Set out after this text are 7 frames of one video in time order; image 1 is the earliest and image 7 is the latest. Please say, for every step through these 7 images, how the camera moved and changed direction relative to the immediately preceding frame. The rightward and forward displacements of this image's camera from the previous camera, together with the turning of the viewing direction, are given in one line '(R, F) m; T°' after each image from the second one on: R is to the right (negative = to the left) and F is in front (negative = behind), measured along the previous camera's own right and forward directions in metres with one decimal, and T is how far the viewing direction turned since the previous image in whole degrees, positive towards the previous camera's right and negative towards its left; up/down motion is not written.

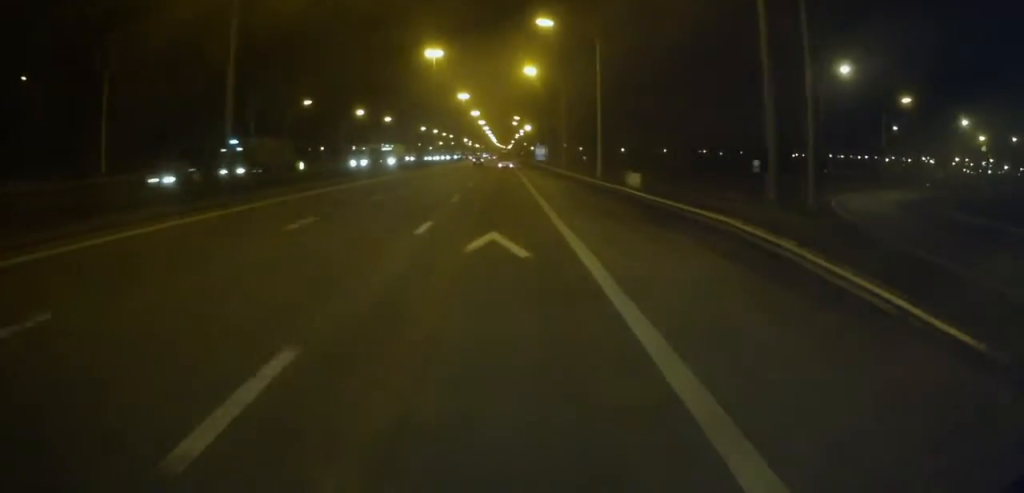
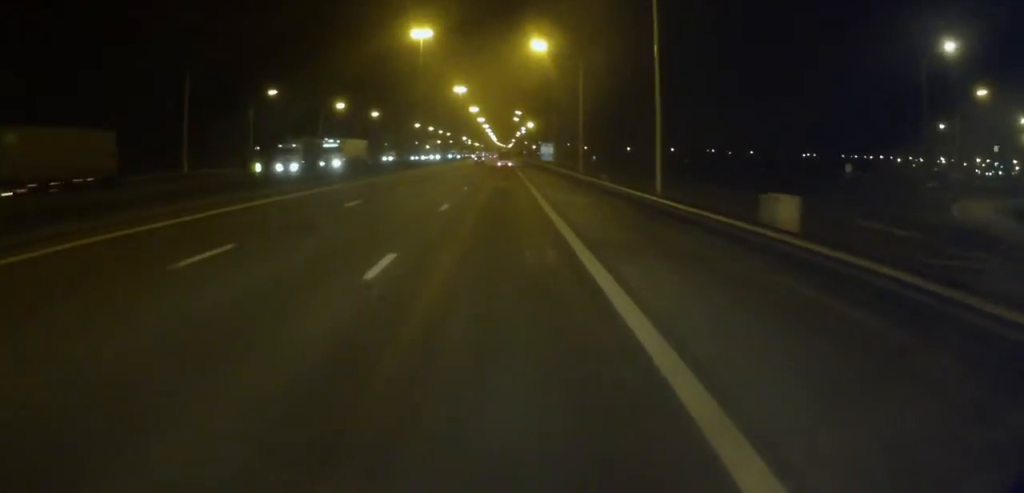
(+0.2, +18.6) m; 0°
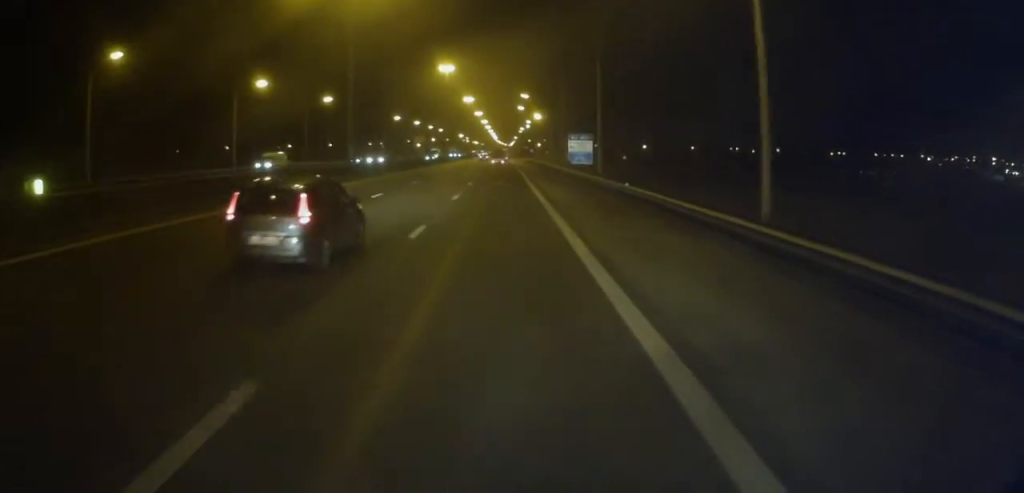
(-0.5, +44.2) m; 0°
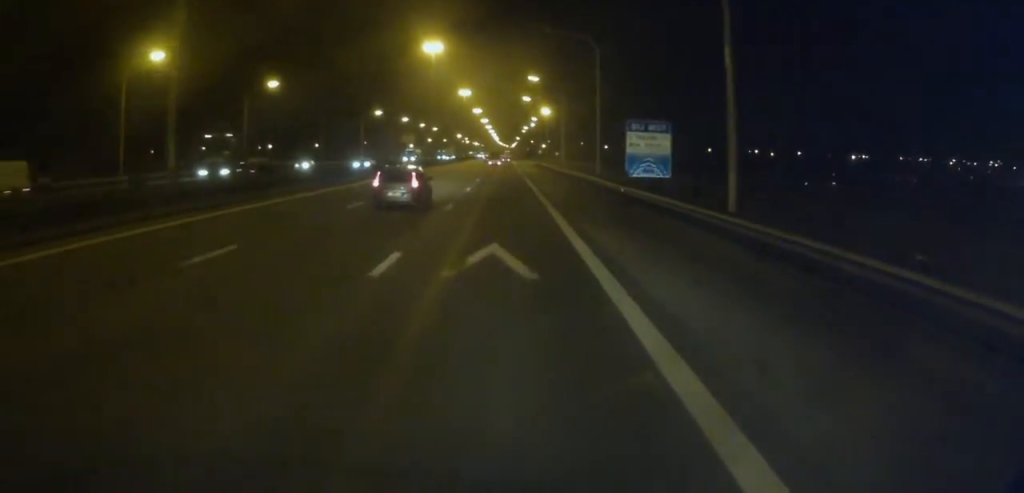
(+0.5, +29.5) m; 0°
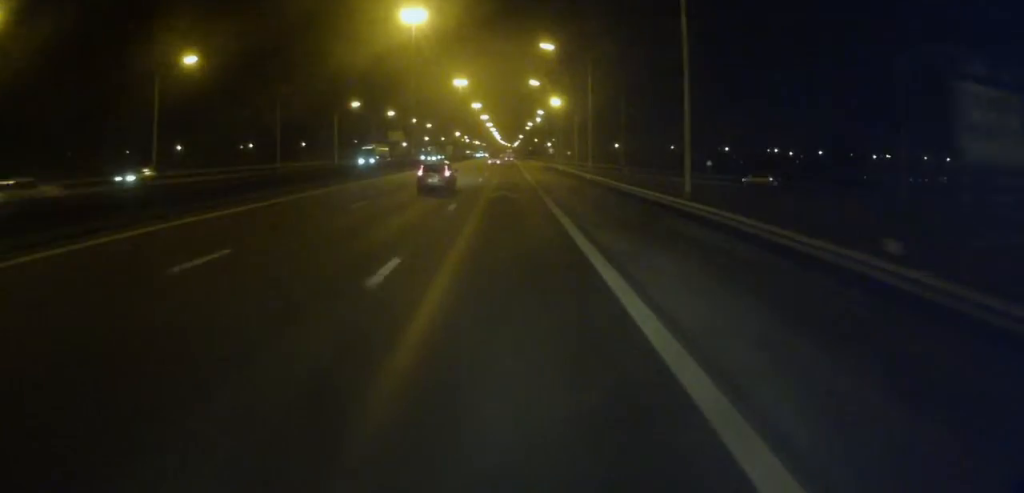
(-0.5, +25.7) m; -1°
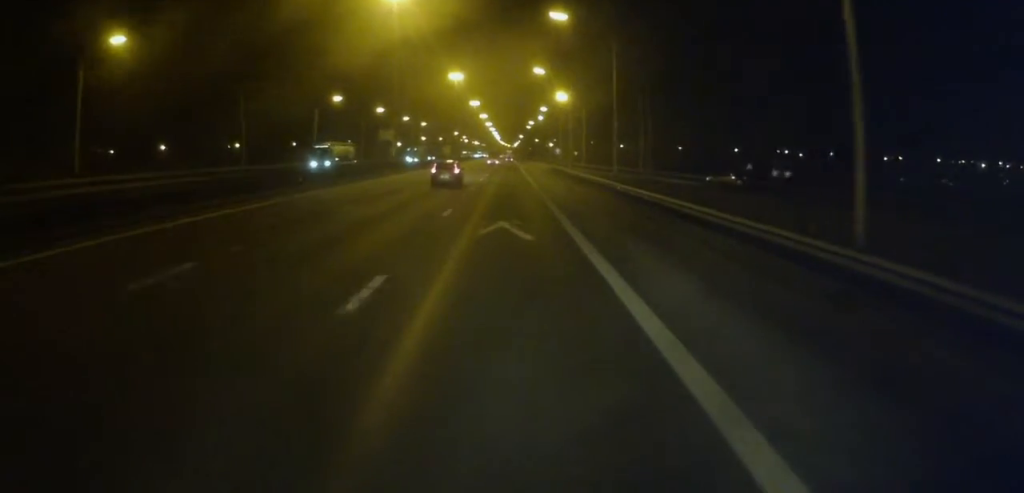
(+0.1, +14.0) m; 0°
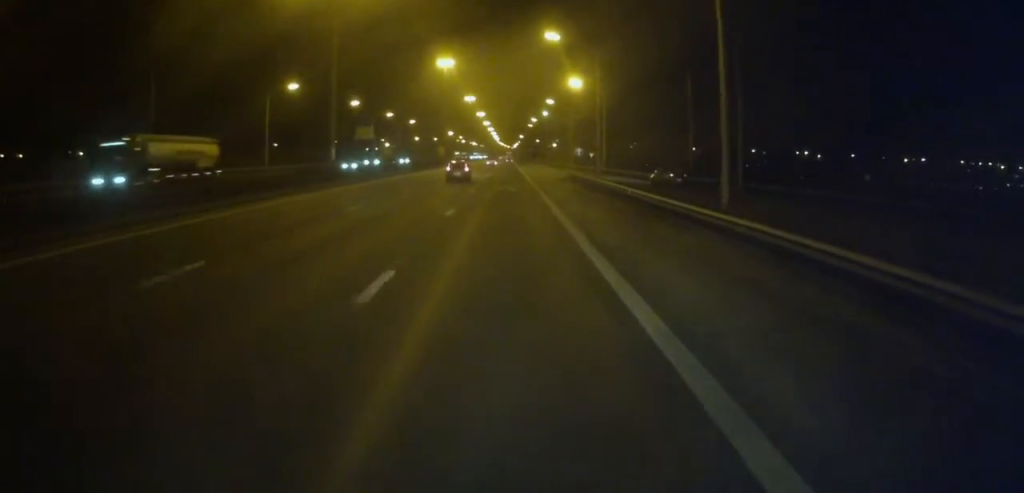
(+0.2, +24.2) m; 0°
